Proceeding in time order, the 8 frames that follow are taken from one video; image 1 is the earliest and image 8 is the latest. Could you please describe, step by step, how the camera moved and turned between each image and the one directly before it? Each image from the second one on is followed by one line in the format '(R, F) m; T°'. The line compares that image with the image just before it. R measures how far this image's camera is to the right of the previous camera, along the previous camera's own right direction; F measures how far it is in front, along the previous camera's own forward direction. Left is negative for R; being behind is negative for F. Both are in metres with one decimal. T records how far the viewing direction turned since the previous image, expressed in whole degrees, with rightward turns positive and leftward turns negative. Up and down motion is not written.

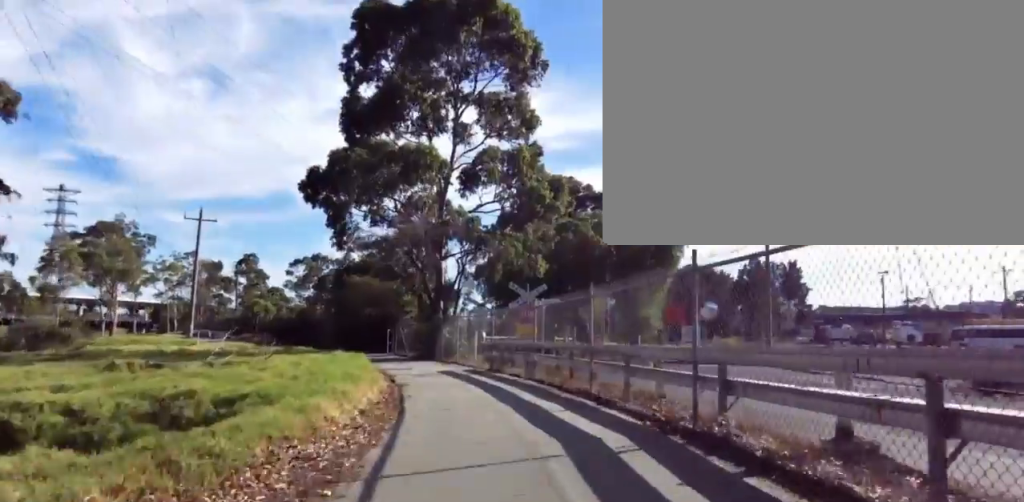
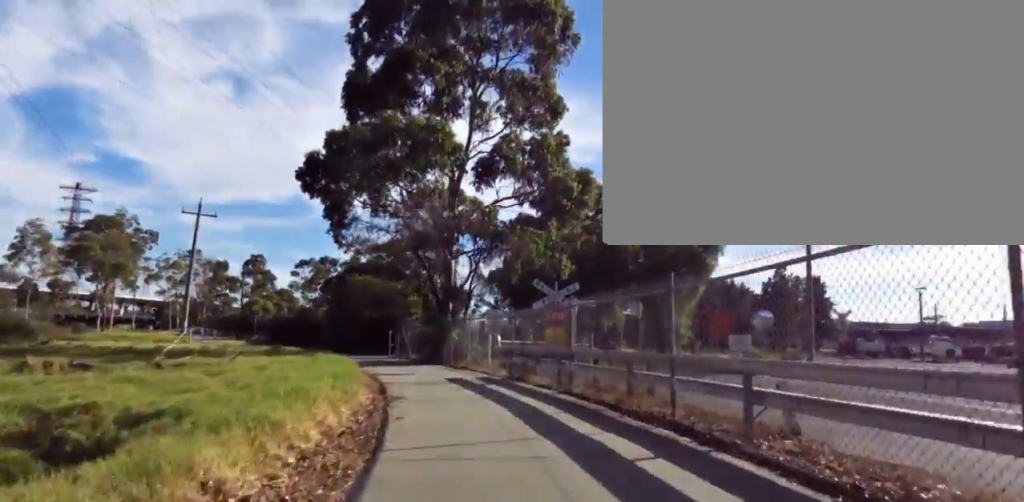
(0.0, +3.4) m; -6°
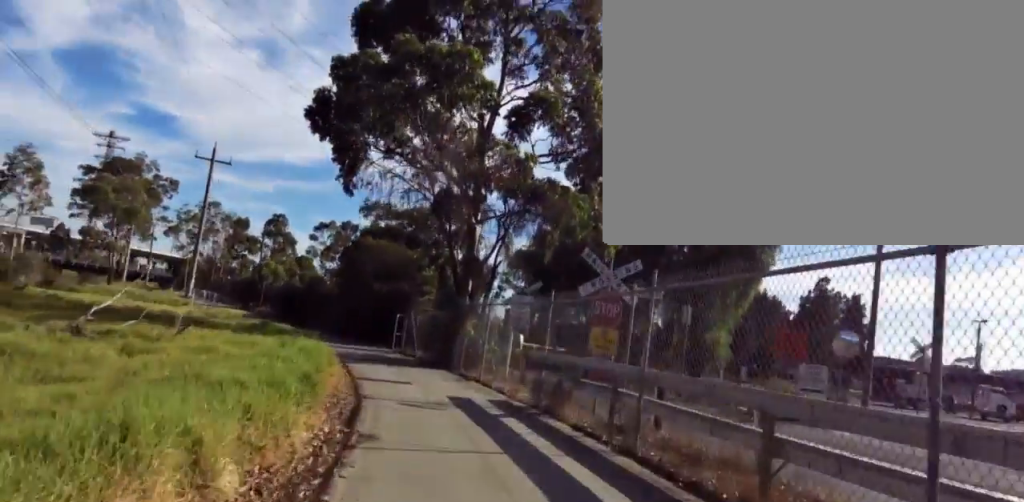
(-0.4, +3.6) m; -1°
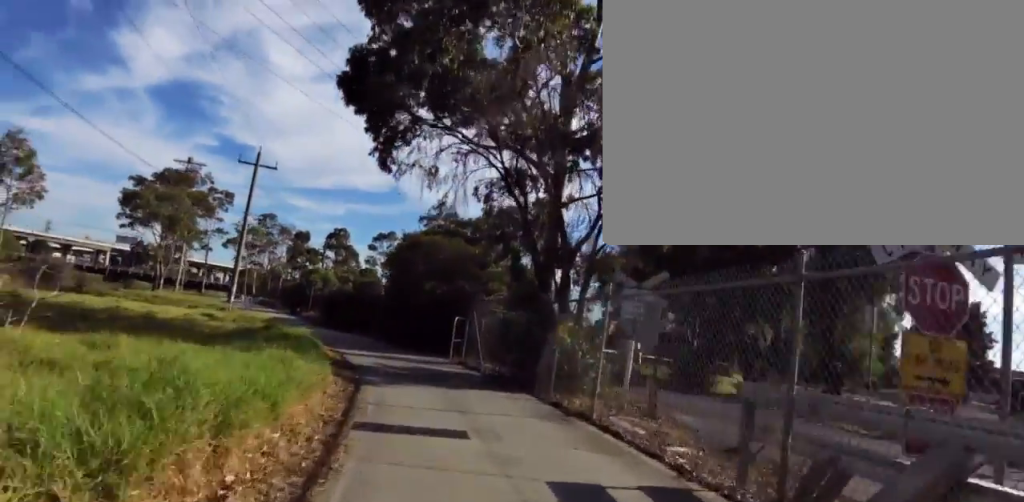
(-0.4, +6.7) m; -1°
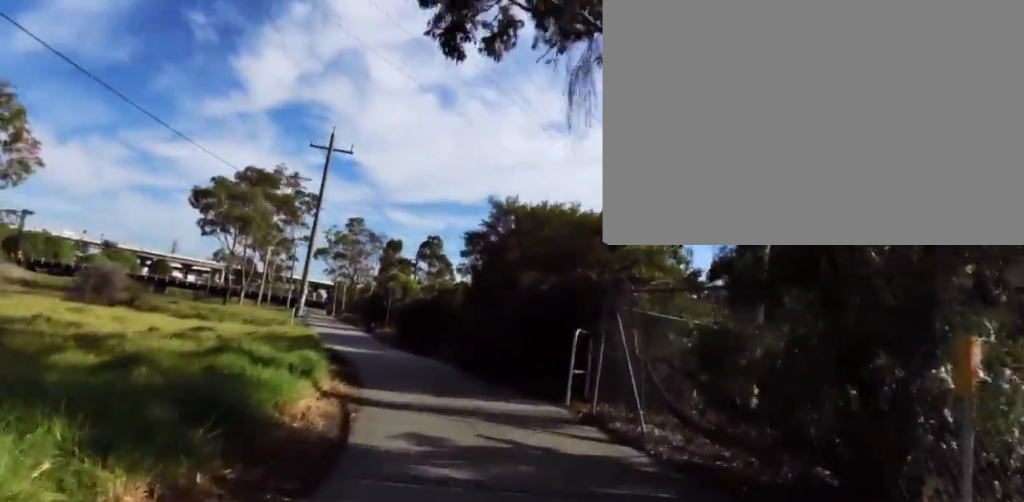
(+0.8, +7.6) m; -8°
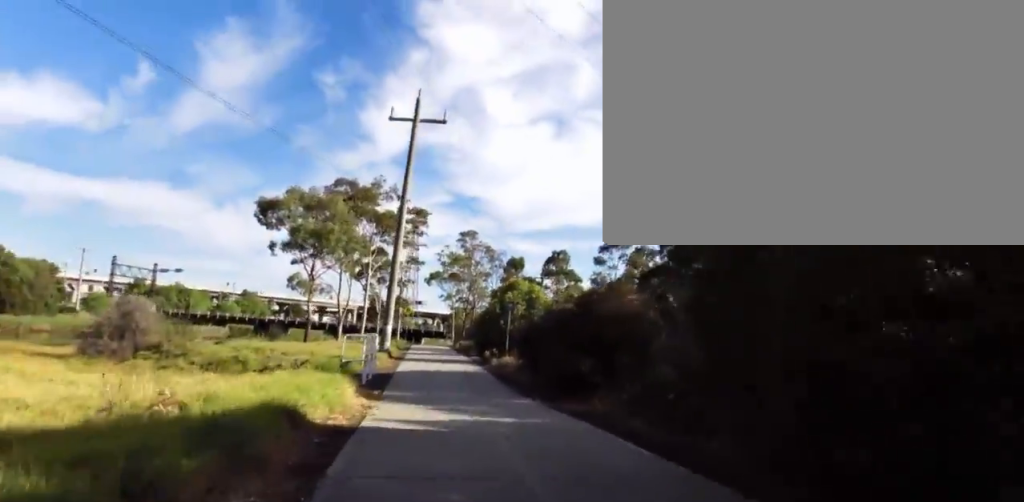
(-2.8, +12.1) m; -13°
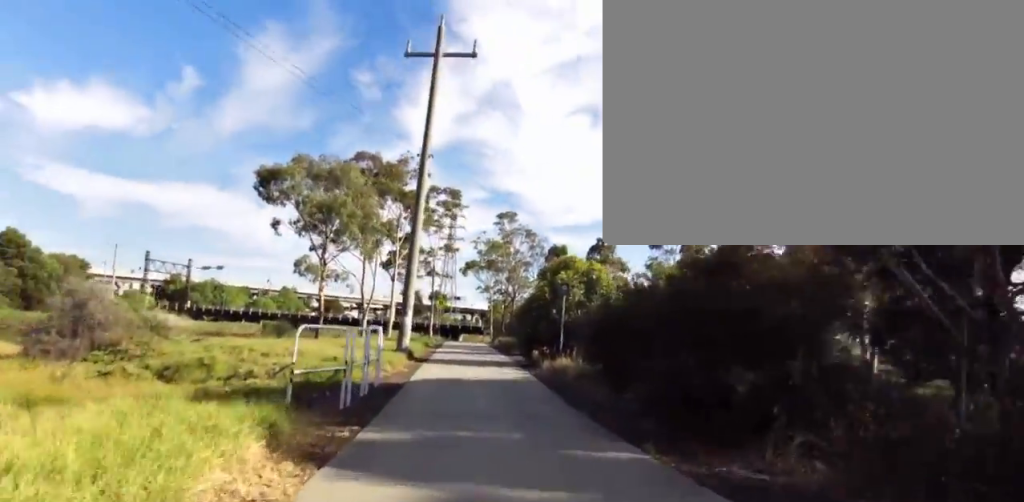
(0.0, +6.7) m; 0°
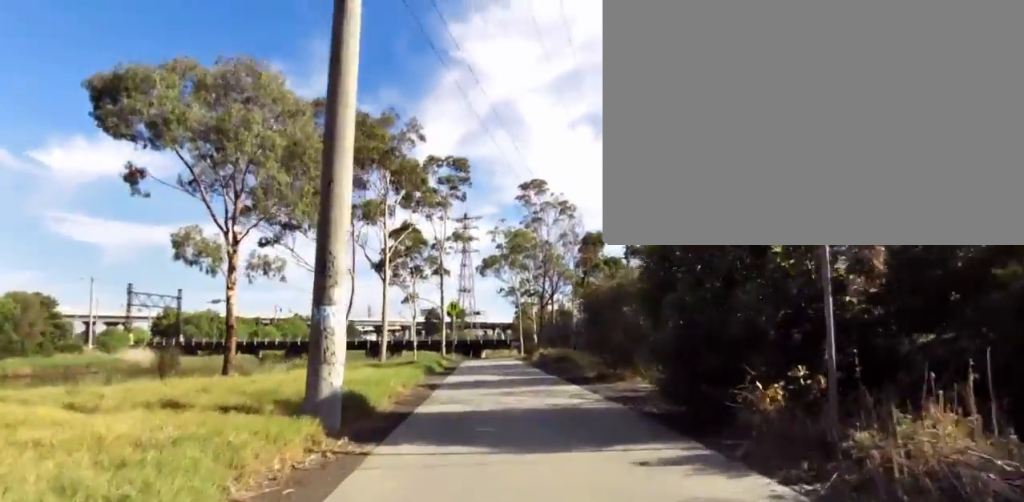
(0.0, +13.7) m; 0°
